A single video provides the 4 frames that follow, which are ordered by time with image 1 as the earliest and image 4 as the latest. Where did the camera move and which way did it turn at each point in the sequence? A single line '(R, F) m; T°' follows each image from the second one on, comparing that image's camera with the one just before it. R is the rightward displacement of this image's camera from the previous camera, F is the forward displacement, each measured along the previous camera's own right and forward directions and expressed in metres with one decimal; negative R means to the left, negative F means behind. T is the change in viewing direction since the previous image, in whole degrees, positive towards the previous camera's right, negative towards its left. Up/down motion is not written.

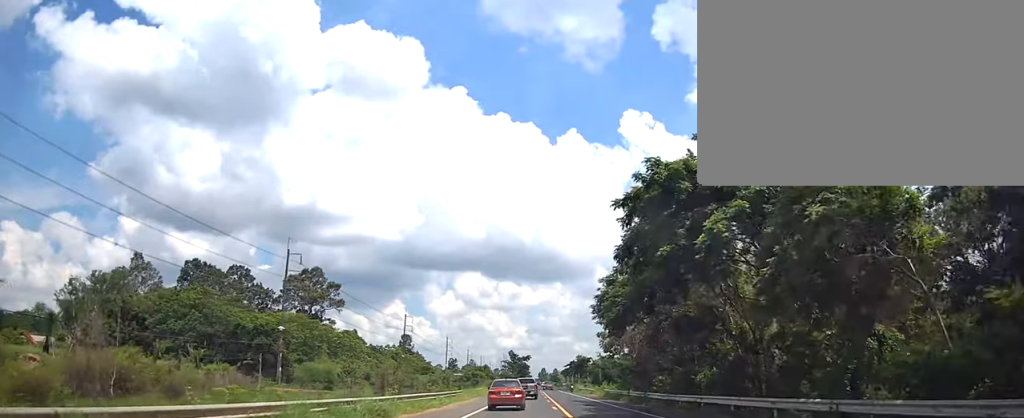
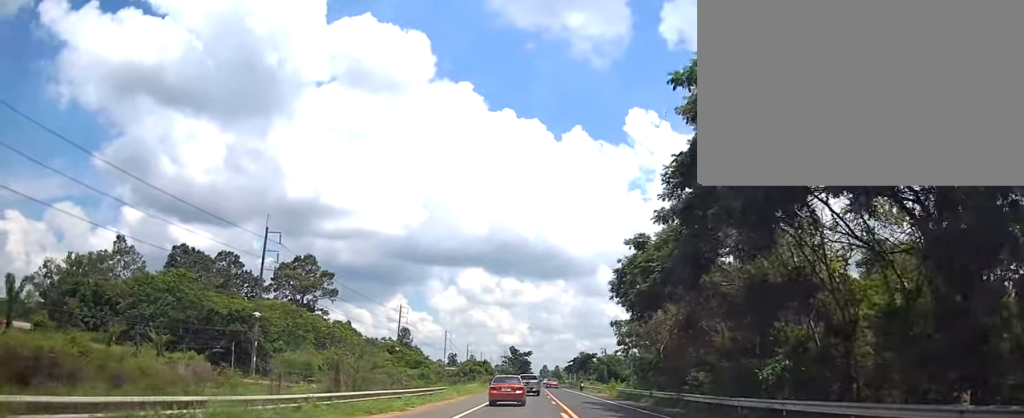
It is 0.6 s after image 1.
(0.0, +8.3) m; -1°
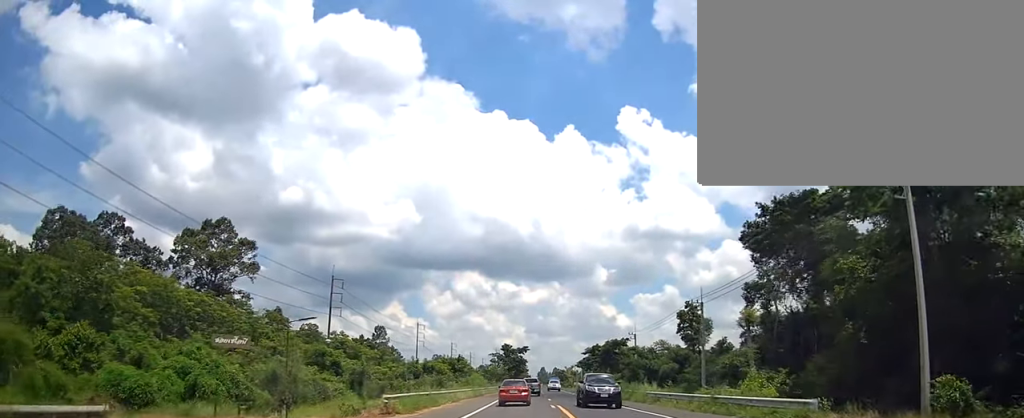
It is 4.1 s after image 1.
(+0.2, +48.8) m; +2°
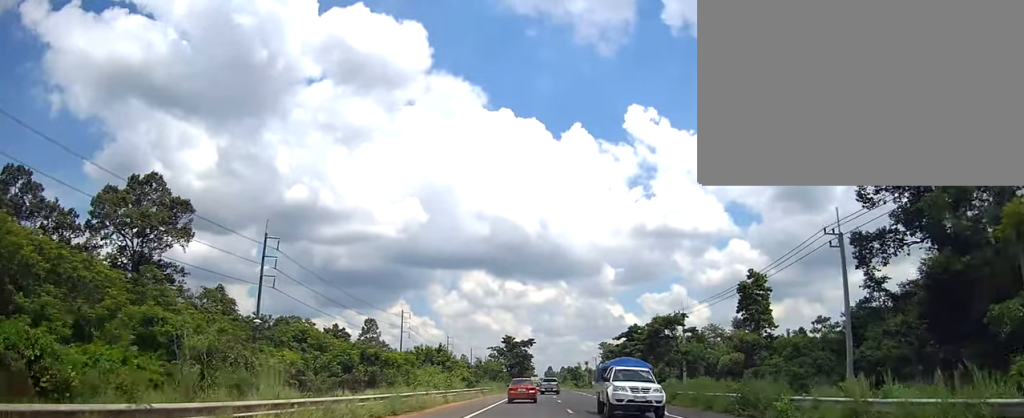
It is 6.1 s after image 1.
(+0.3, +29.9) m; -1°
